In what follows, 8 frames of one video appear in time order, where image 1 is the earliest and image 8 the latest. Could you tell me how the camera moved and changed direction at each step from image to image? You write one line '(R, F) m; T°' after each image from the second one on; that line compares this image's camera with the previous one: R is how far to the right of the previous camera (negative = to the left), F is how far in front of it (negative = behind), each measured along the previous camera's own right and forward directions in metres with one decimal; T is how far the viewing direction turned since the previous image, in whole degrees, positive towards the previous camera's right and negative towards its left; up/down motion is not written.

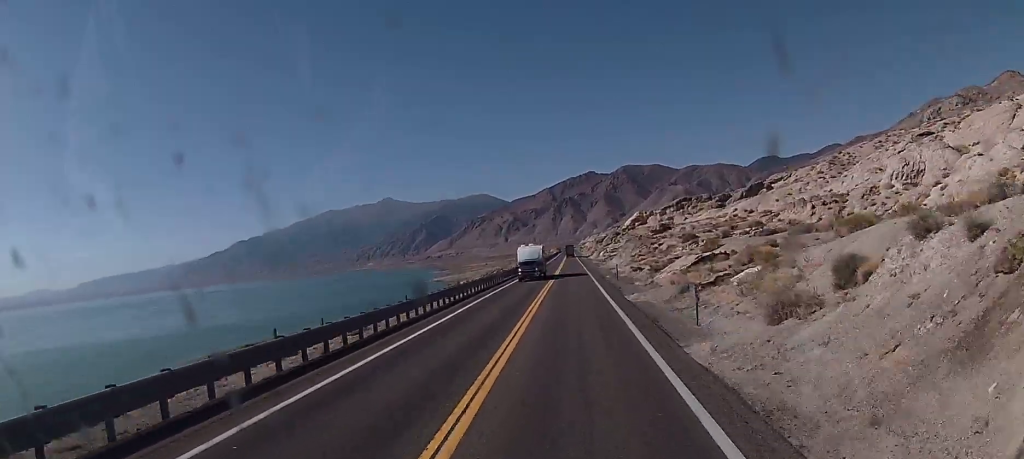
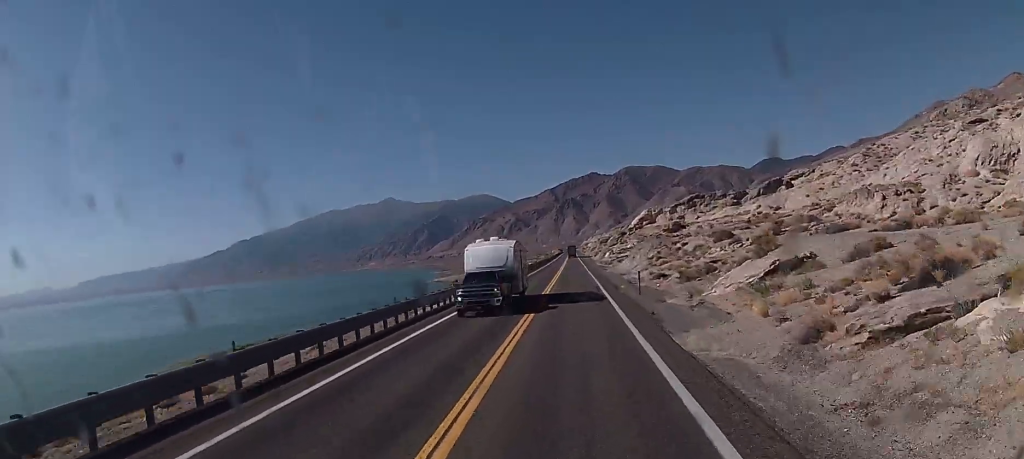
(0.0, +17.8) m; 0°
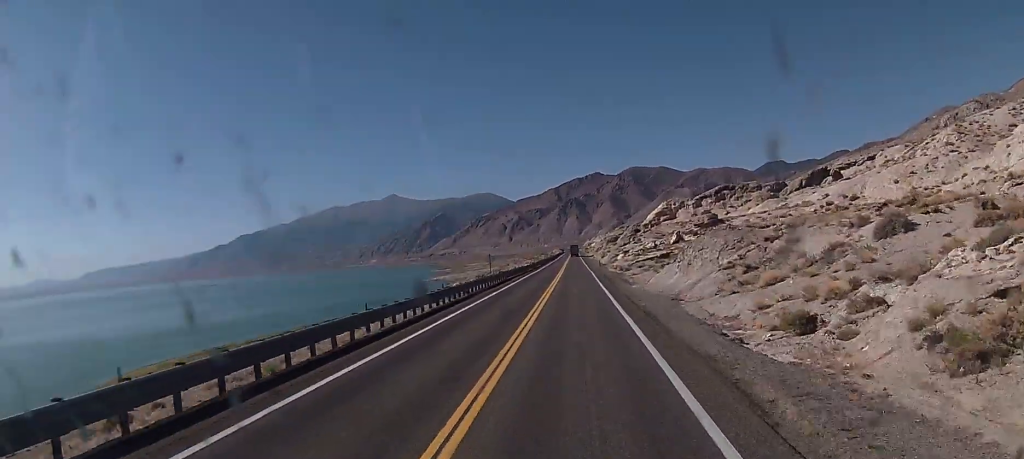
(+0.2, +35.6) m; 0°
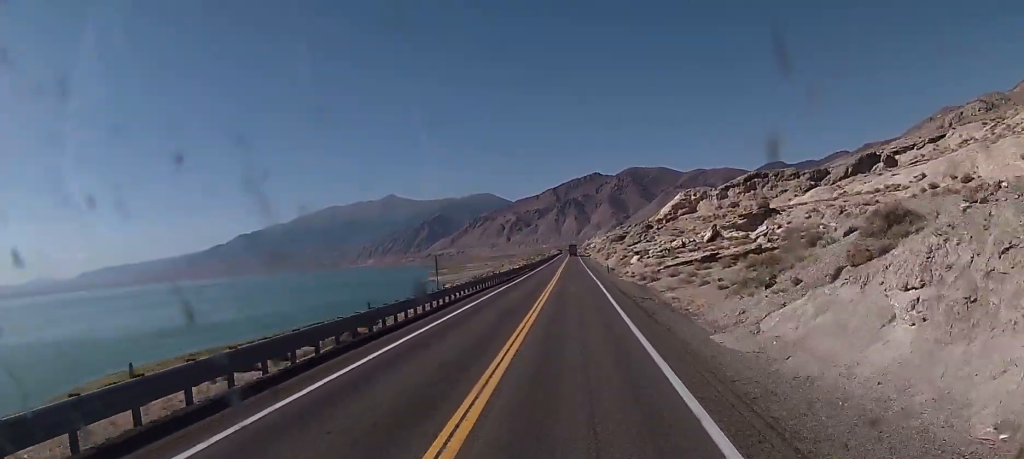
(-0.3, +30.0) m; 0°
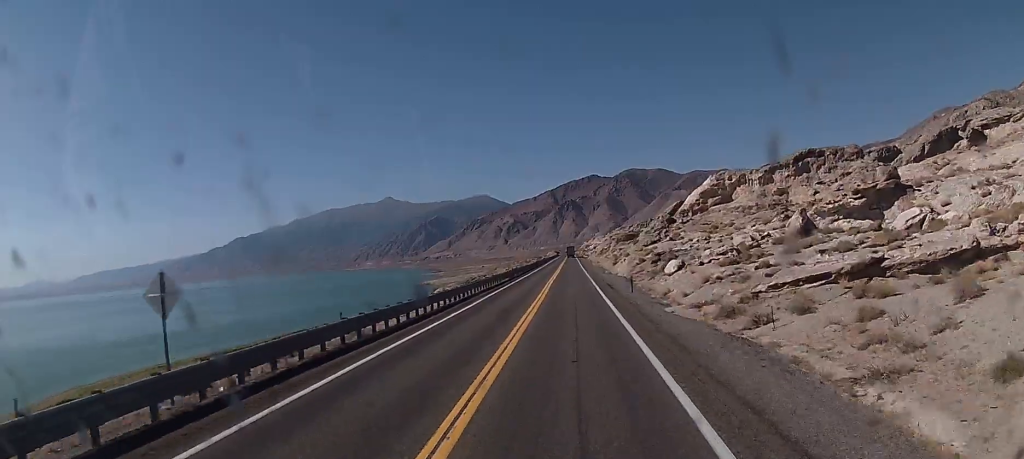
(+0.5, +33.2) m; 0°
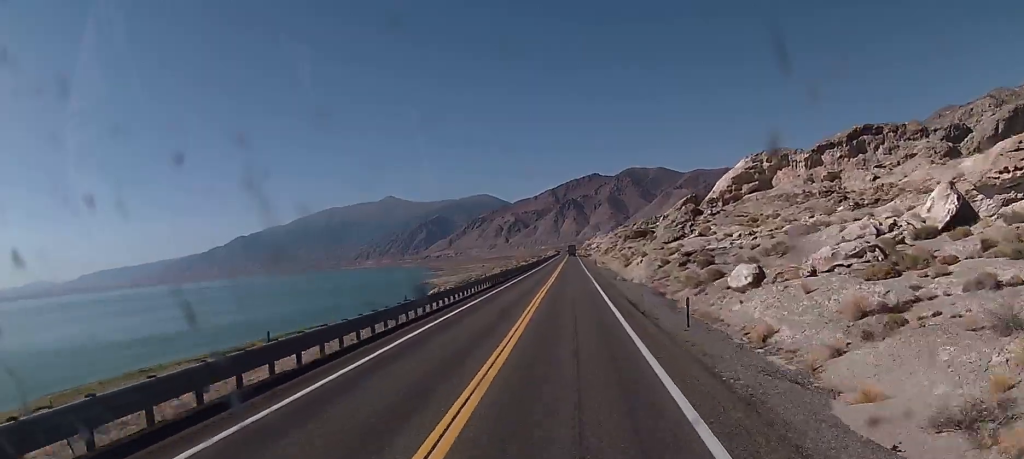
(-0.5, +20.8) m; 0°
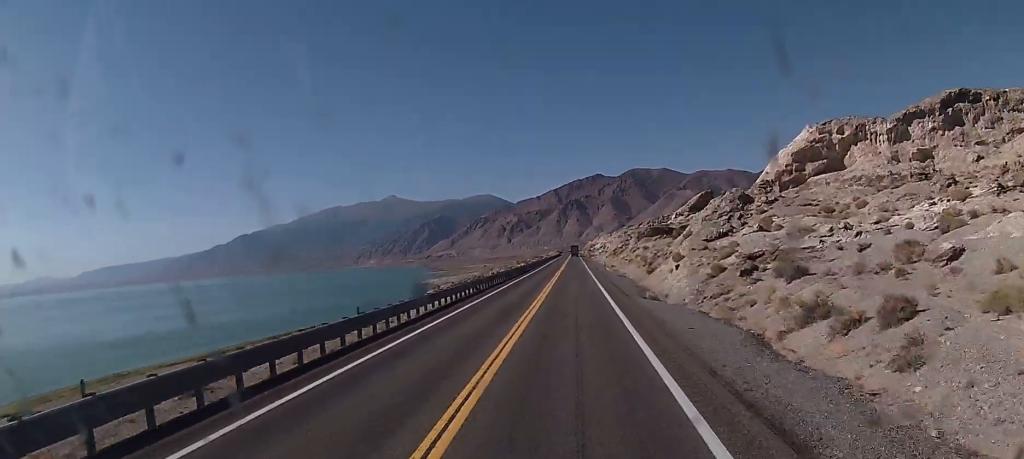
(+0.1, +22.3) m; 0°
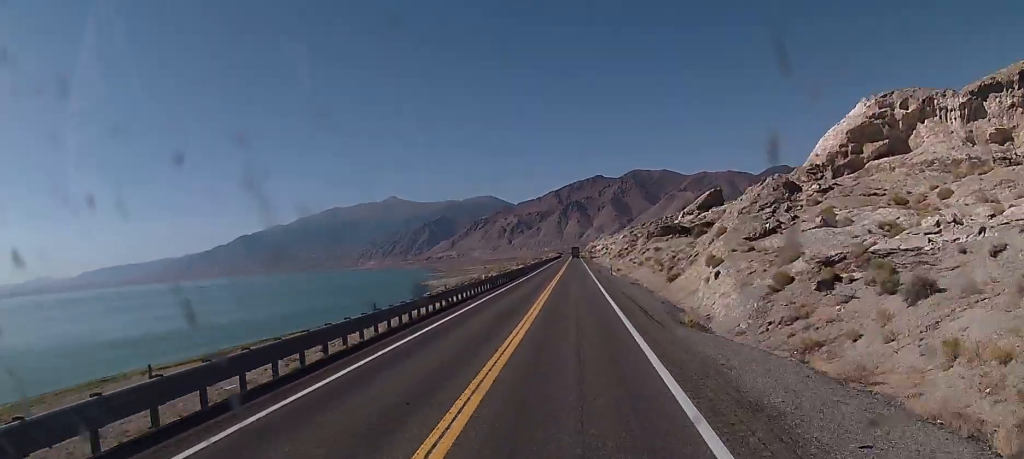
(0.0, +12.7) m; 0°
